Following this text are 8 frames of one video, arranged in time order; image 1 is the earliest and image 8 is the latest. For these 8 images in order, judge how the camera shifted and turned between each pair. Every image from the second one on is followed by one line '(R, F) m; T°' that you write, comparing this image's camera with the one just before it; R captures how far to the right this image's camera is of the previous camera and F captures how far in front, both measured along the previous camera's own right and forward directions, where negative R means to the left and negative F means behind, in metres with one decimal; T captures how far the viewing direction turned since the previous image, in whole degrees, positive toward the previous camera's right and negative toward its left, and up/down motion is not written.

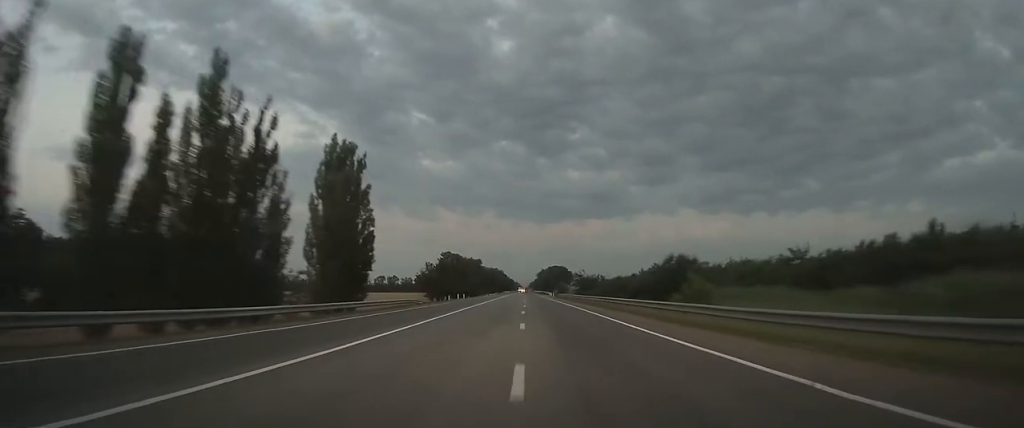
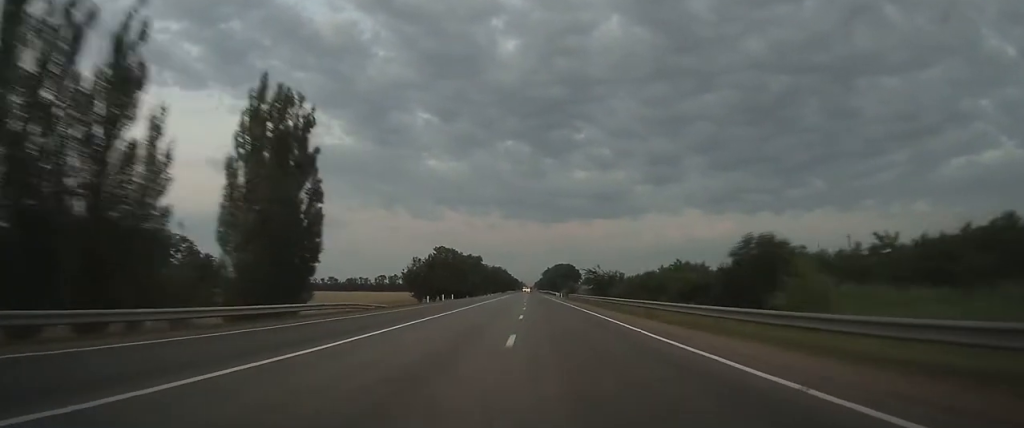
(-0.1, +18.0) m; 0°
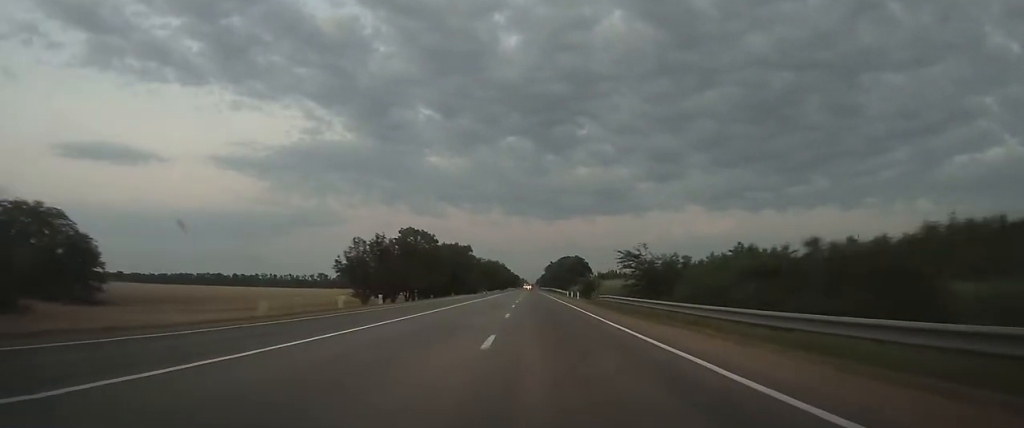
(-0.2, +37.0) m; 0°
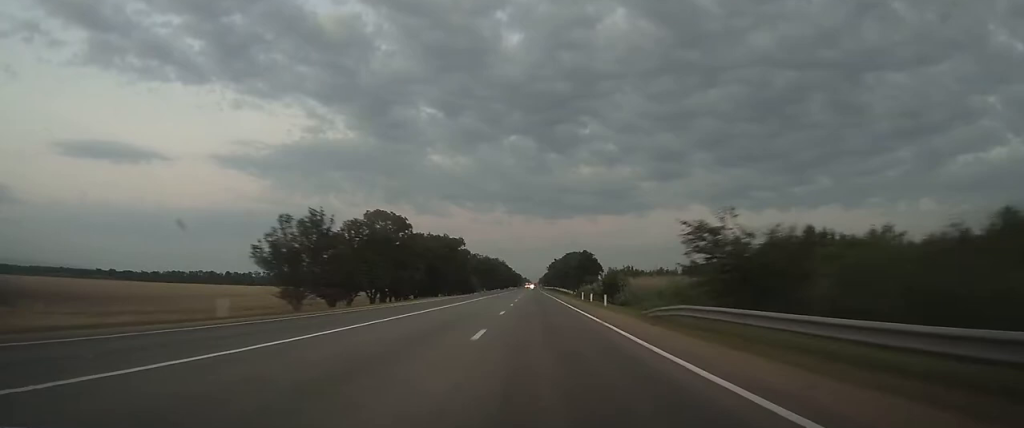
(0.0, +22.7) m; 0°
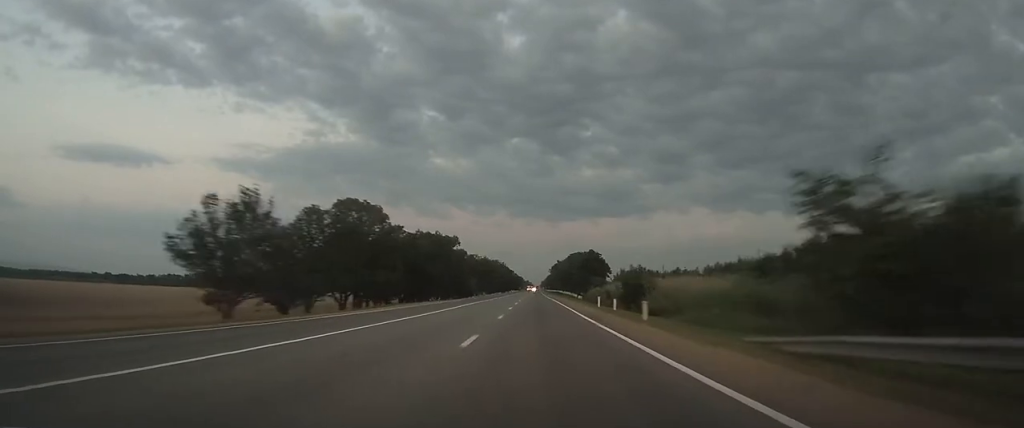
(0.0, +13.2) m; 0°
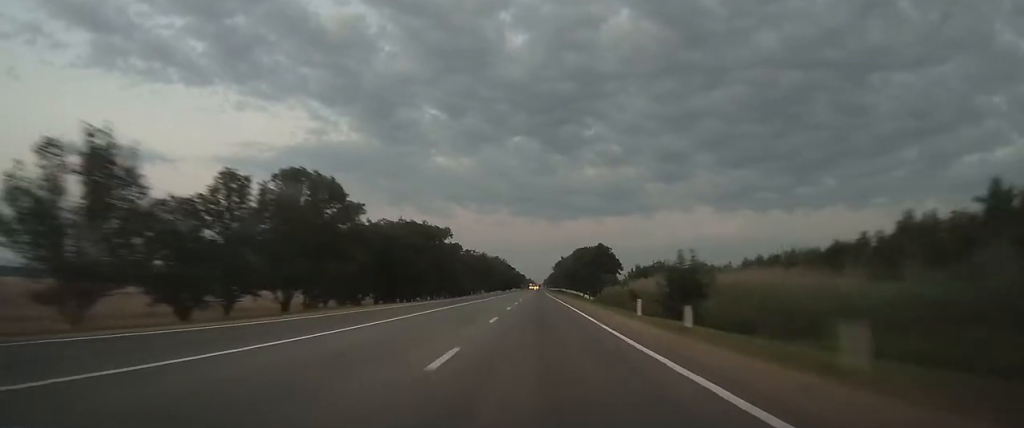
(-0.1, +16.0) m; 0°
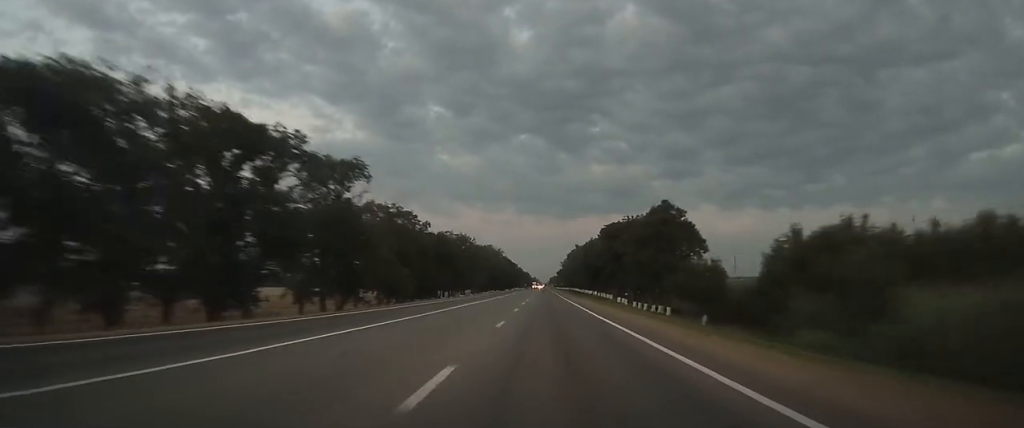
(-0.4, +63.1) m; 0°
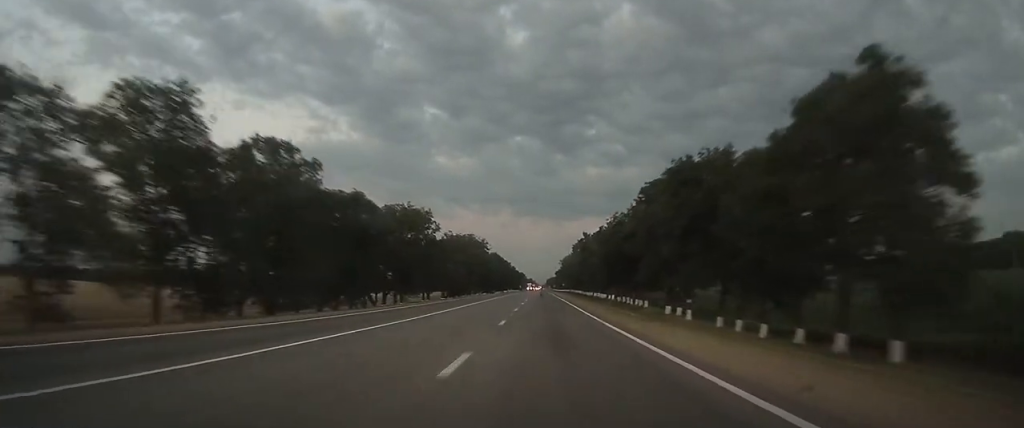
(+0.1, +45.7) m; 0°
